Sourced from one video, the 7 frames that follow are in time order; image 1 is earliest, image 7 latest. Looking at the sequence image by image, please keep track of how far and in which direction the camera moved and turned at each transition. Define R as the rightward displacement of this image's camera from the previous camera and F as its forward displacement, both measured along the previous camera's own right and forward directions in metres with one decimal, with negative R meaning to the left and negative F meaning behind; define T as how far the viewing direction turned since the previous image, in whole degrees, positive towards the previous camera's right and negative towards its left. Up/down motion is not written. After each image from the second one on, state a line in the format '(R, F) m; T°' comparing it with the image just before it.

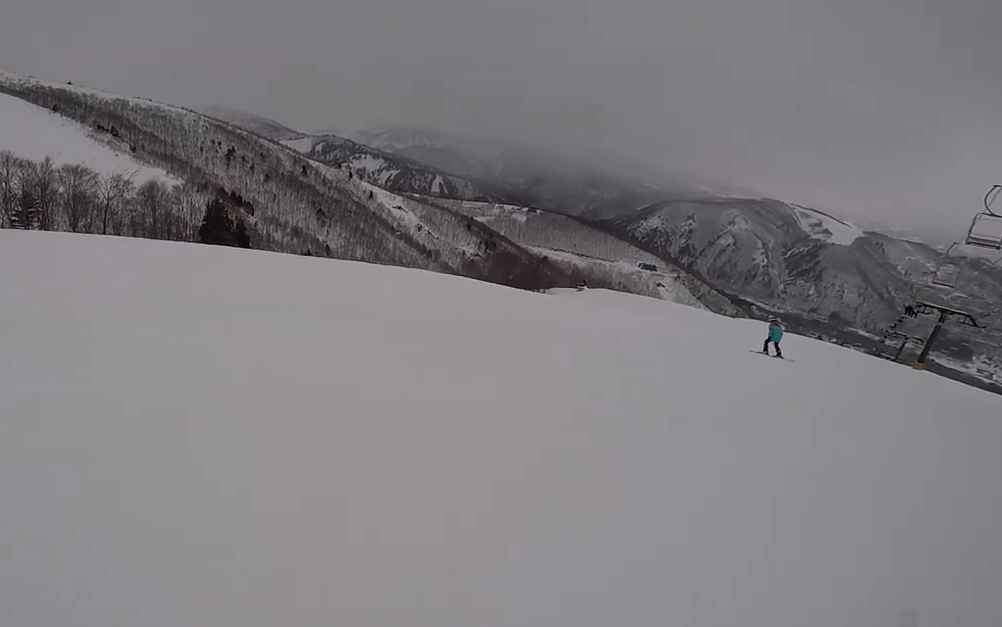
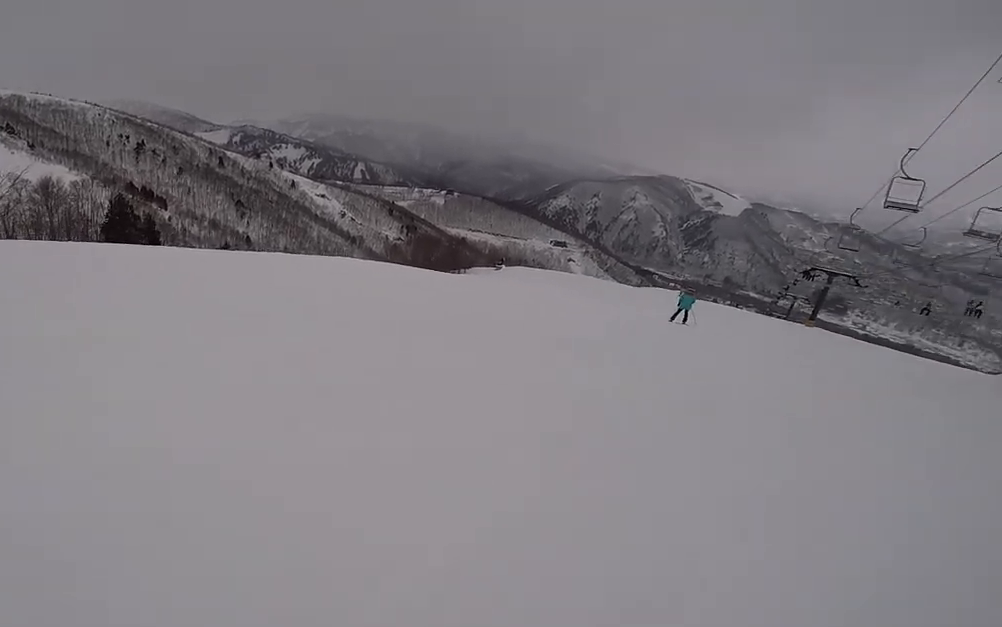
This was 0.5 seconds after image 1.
(-0.2, +2.0) m; -3°
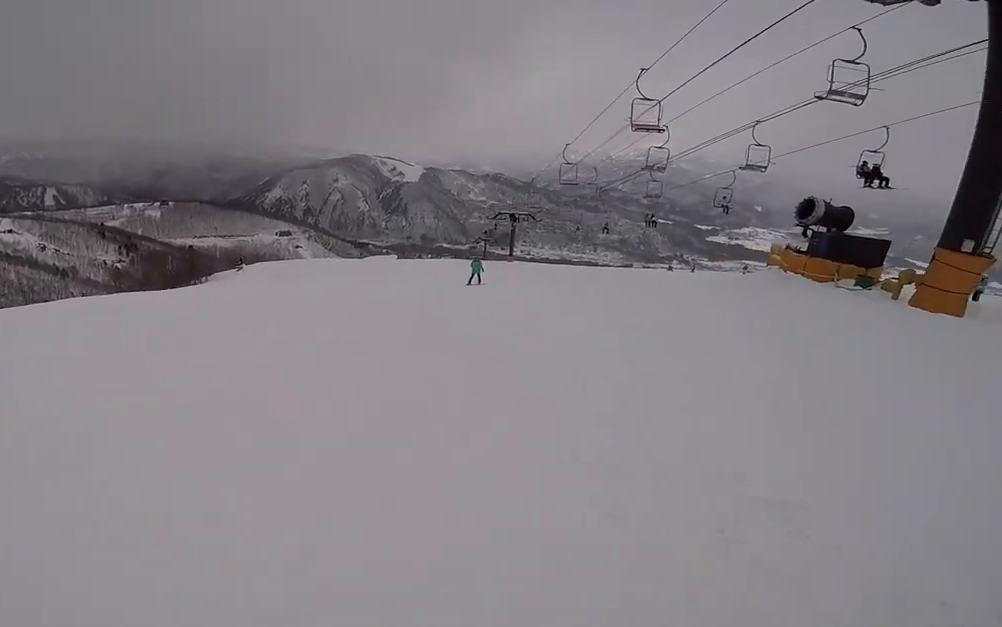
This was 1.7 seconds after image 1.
(+0.5, +5.0) m; +27°
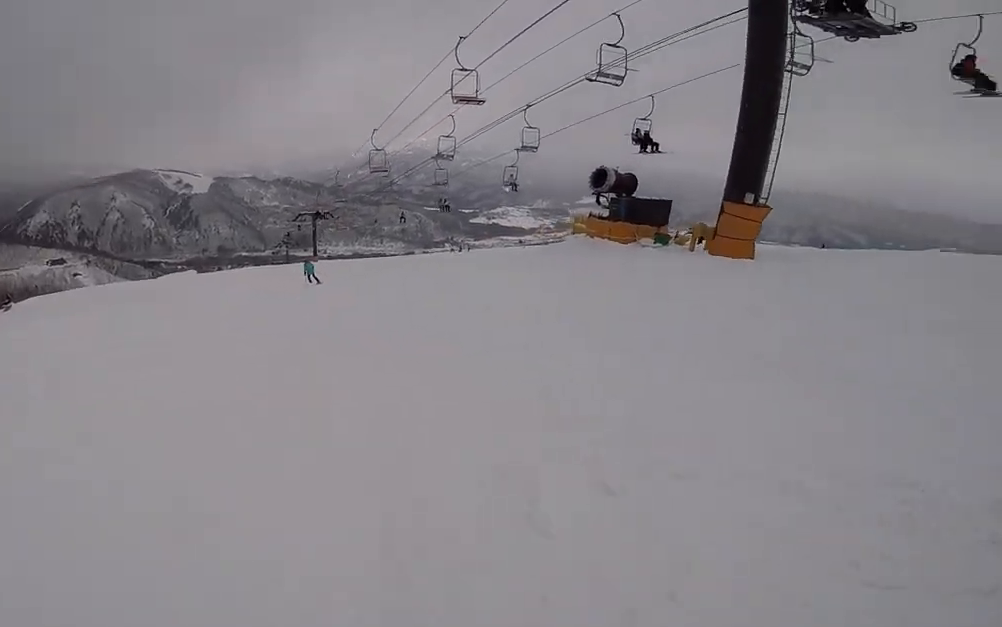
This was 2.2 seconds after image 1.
(0.0, +2.1) m; +22°
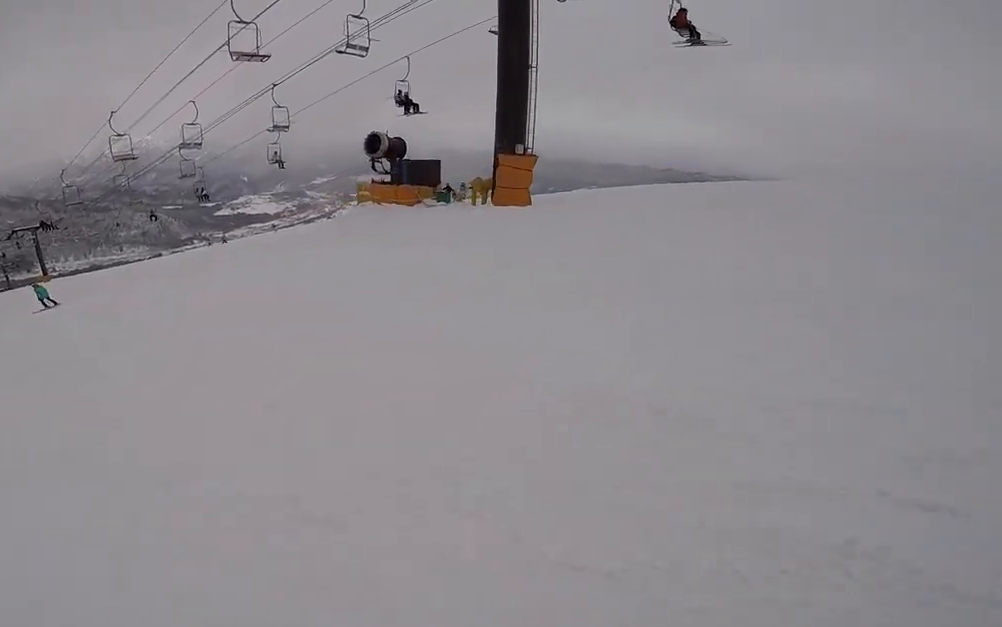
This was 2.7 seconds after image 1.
(+0.6, +1.9) m; +10°
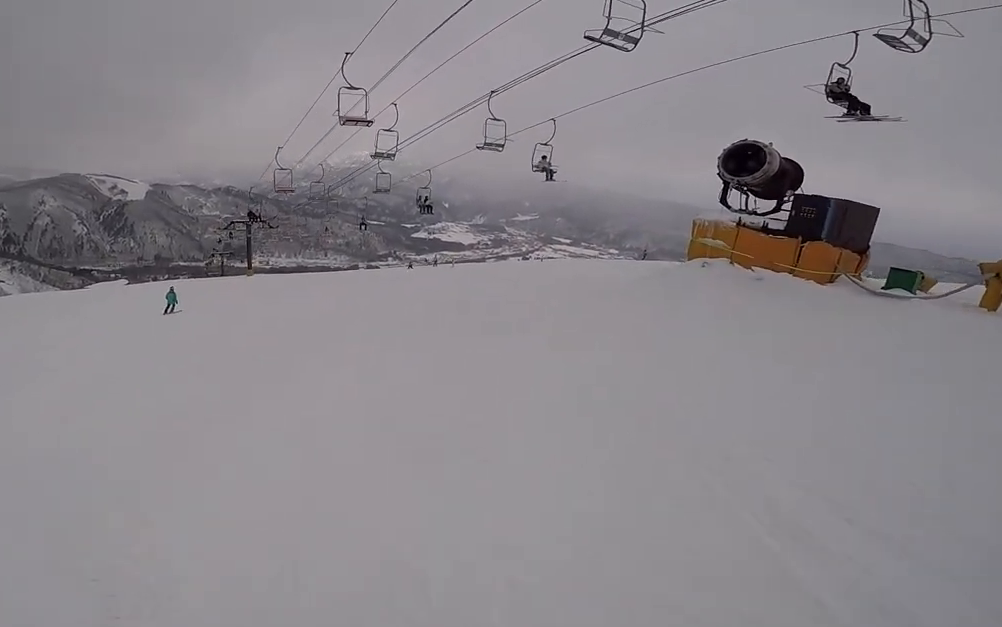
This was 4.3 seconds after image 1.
(+0.2, +6.3) m; -17°
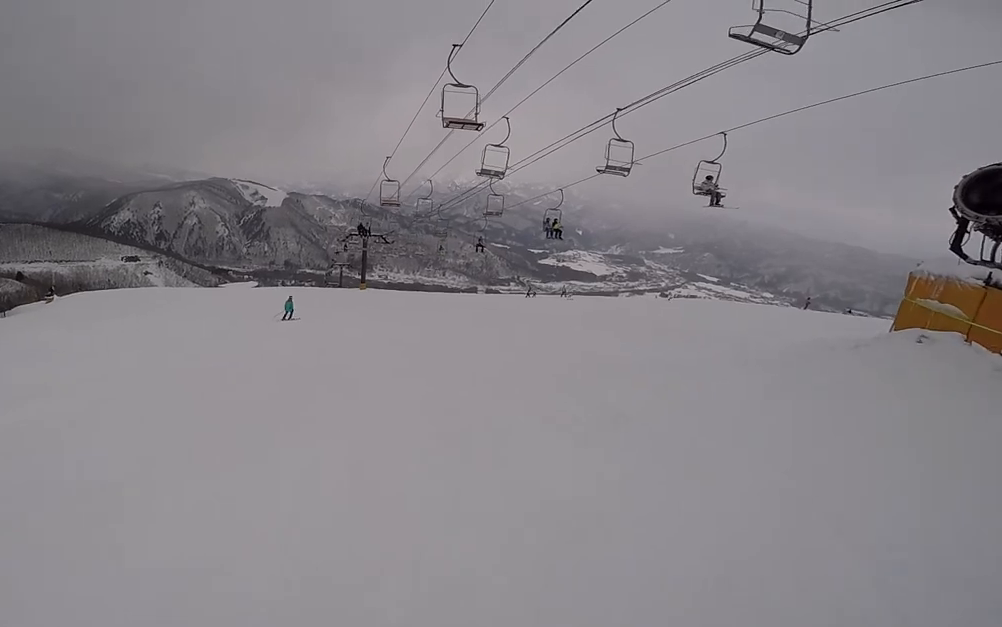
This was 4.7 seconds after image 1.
(-0.2, +2.1) m; -5°
